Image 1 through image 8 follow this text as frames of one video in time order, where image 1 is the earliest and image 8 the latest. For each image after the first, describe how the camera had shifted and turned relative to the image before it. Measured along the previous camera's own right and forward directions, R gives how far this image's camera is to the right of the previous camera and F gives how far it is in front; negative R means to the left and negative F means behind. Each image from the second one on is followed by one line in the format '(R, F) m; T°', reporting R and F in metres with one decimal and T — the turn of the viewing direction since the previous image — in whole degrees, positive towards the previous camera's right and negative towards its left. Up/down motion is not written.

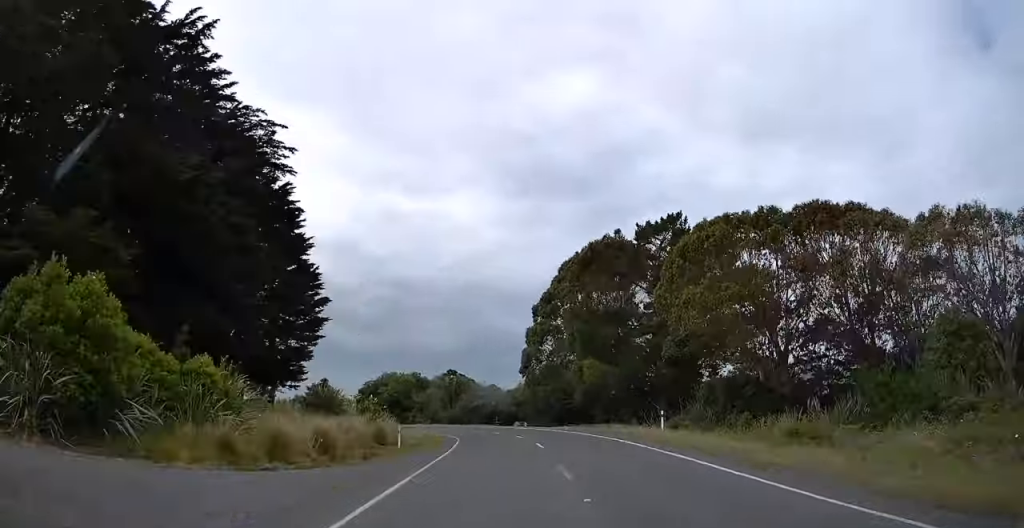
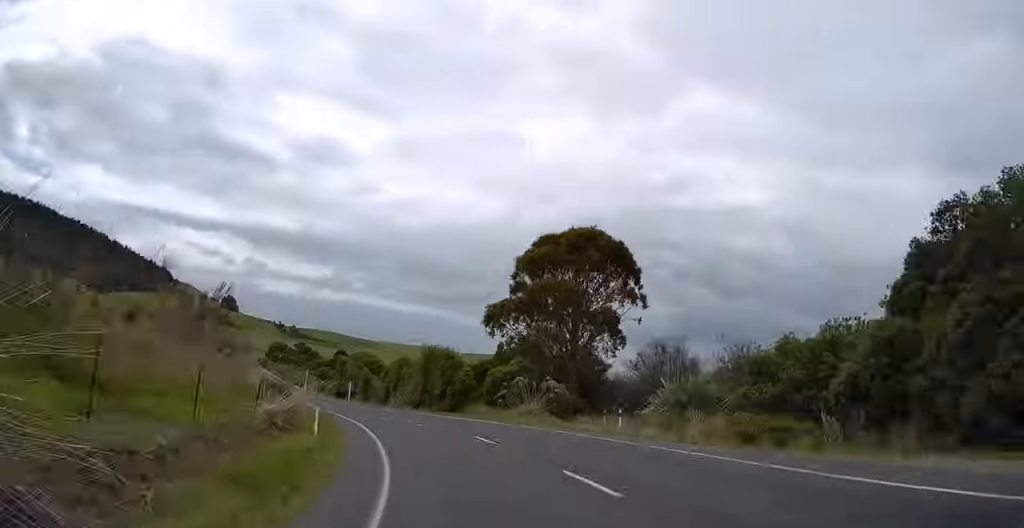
(-15.7, +95.0) m; -32°
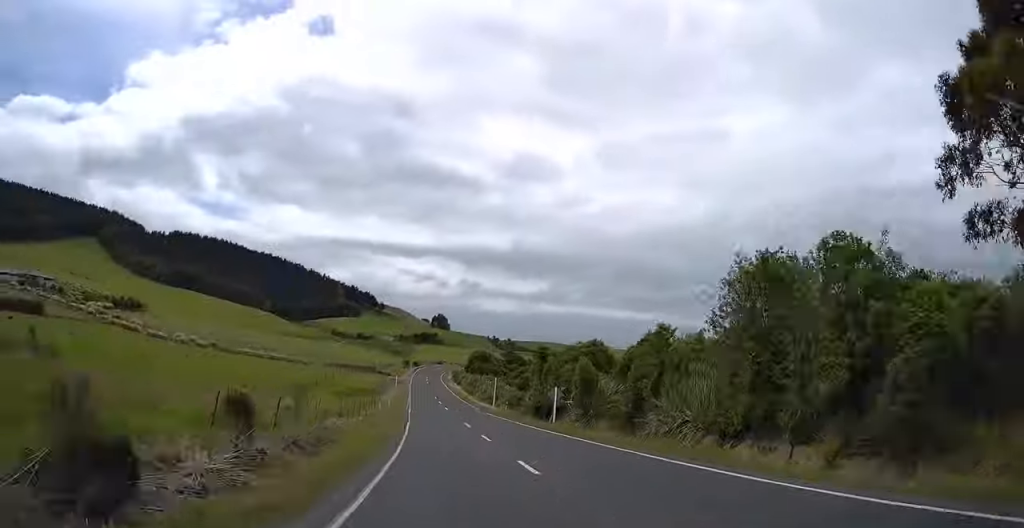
(-5.7, +36.3) m; -10°
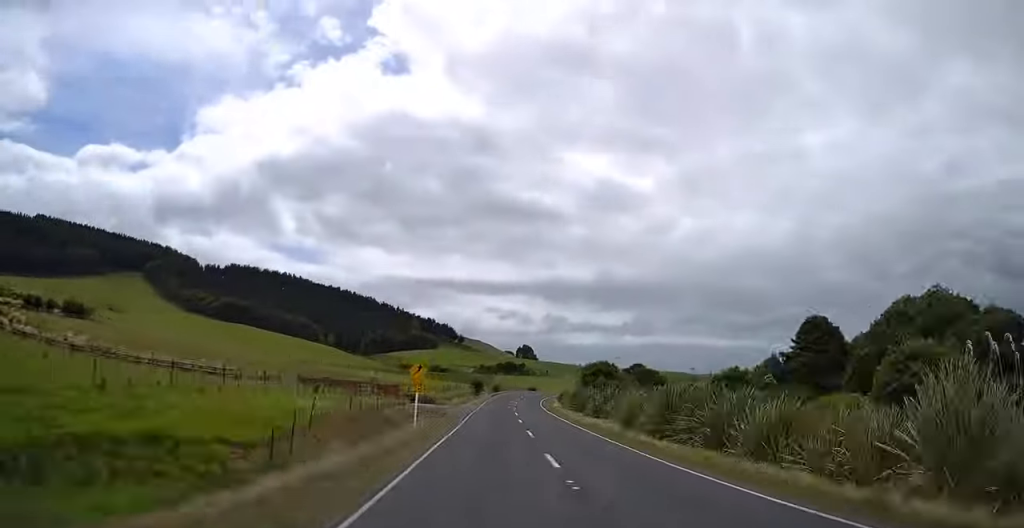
(-10.6, +66.9) m; -7°
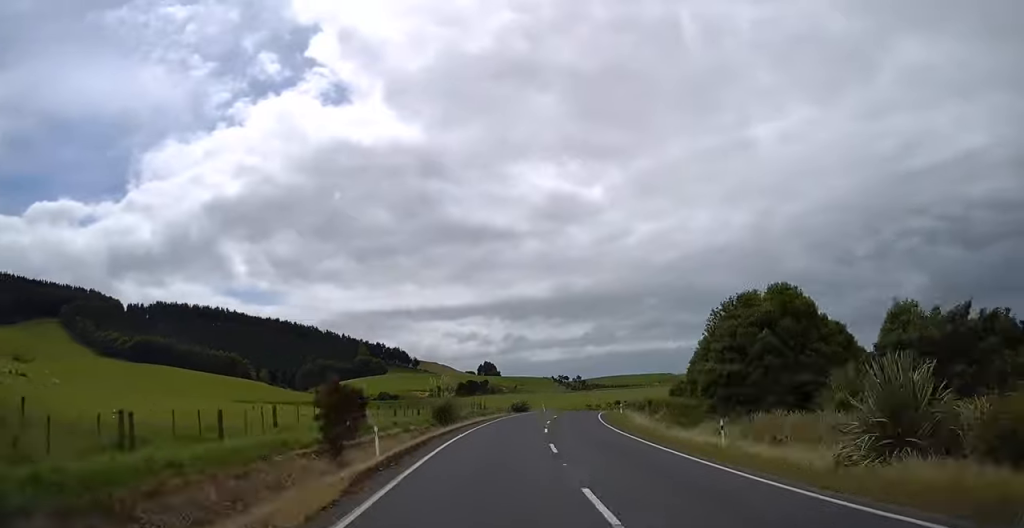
(+1.1, +72.8) m; +7°
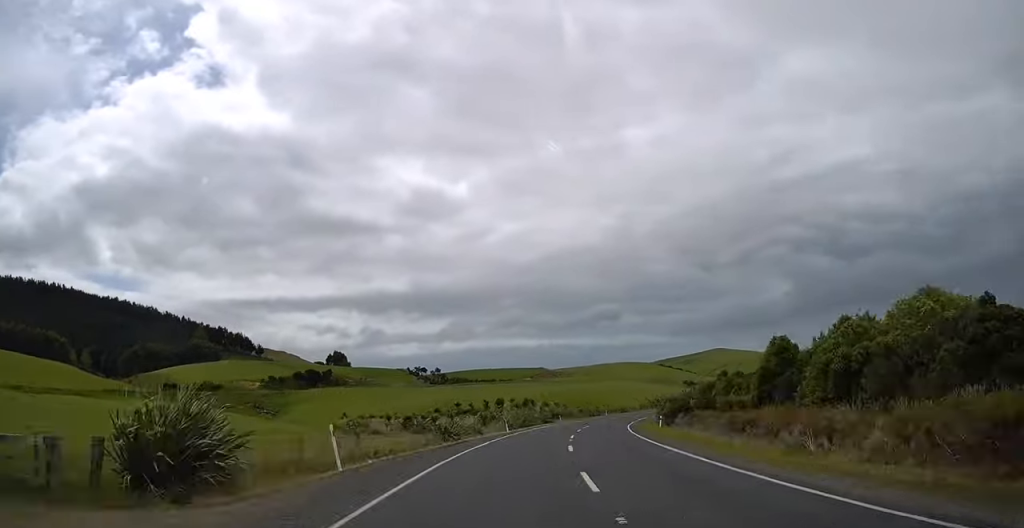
(+6.0, +65.4) m; +13°
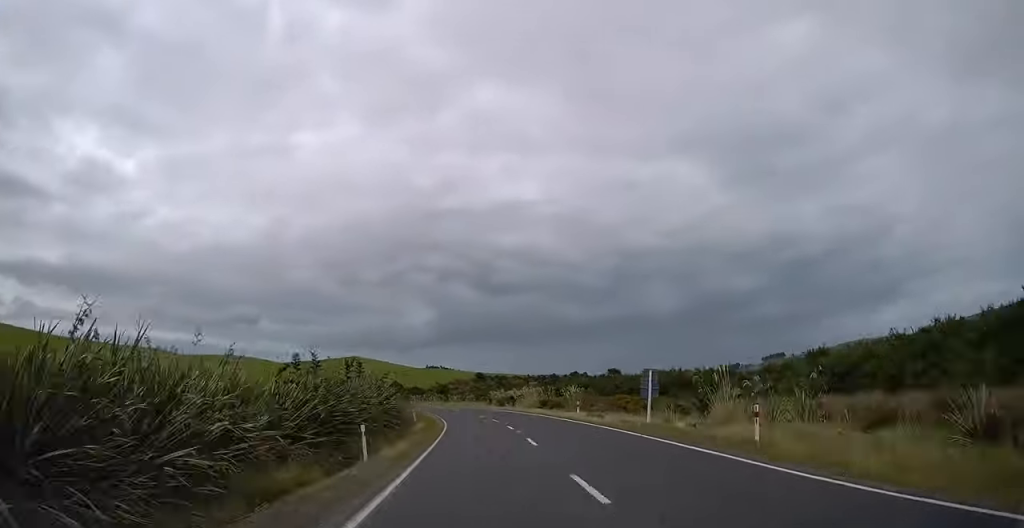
(+37.0, +139.2) m; +16°
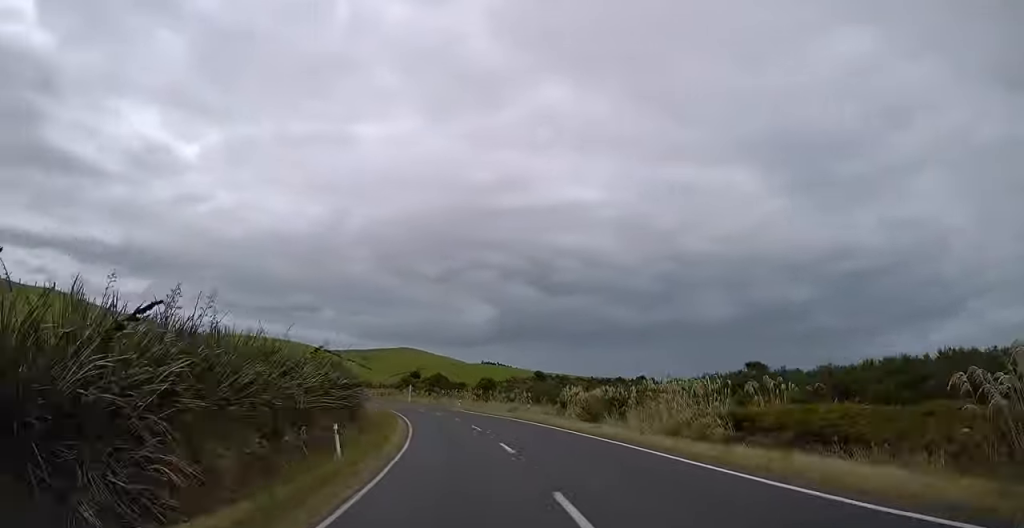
(+1.9, +40.6) m; -2°
